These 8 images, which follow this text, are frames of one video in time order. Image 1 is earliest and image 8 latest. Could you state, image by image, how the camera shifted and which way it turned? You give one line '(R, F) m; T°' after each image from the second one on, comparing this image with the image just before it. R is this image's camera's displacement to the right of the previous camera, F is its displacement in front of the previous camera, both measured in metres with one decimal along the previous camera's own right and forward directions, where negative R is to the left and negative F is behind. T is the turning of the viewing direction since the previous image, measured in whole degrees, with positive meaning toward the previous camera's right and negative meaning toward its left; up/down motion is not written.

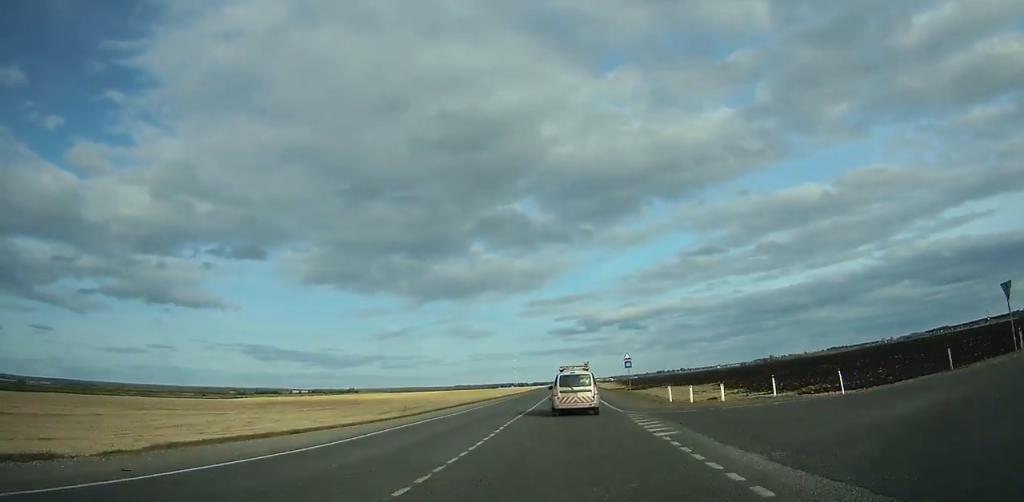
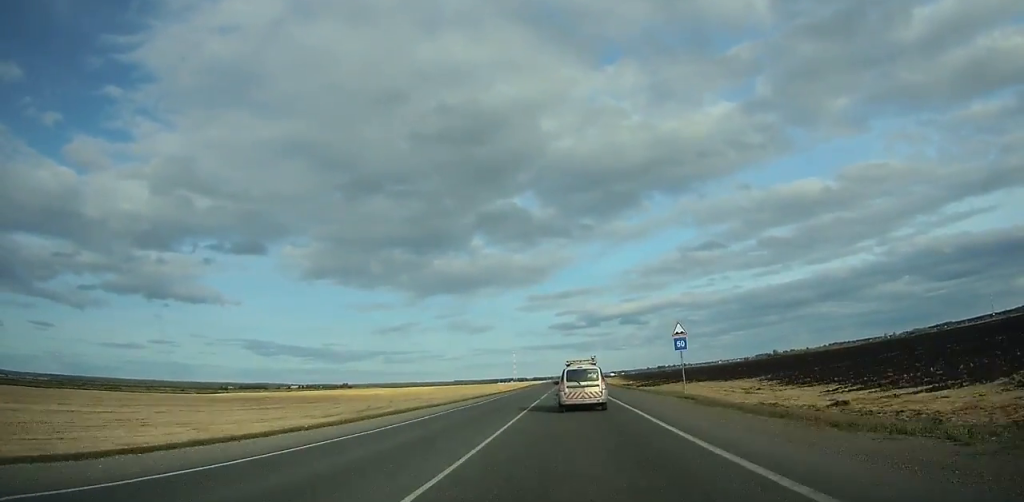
(0.0, +25.7) m; 0°
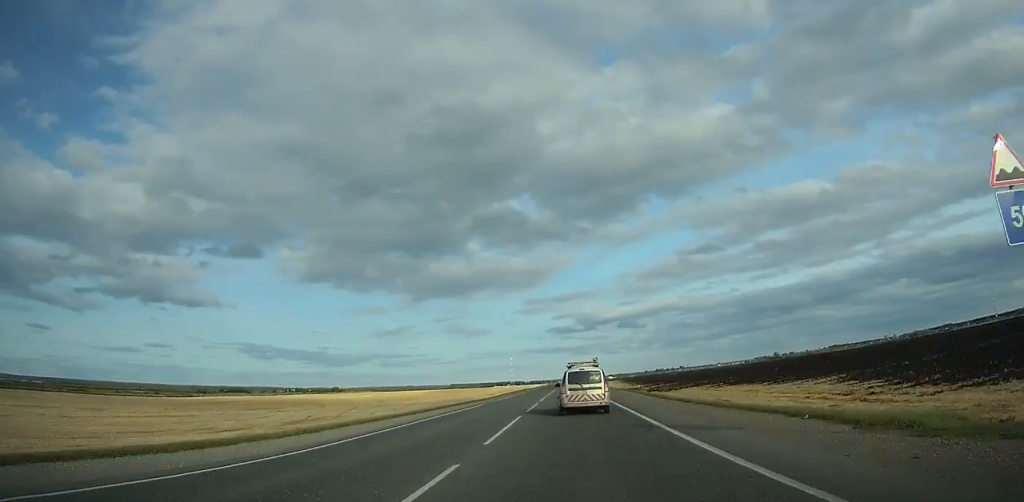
(0.0, +25.0) m; 0°
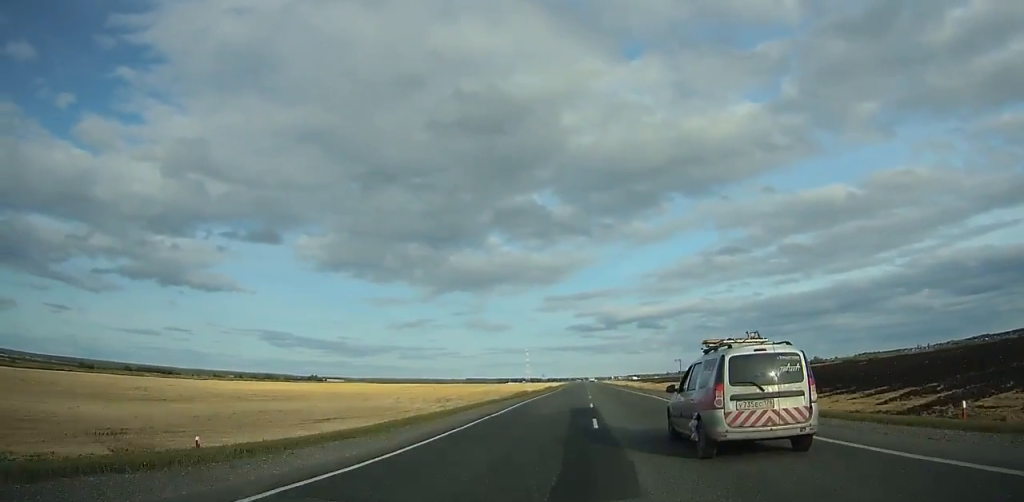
(-0.8, +124.0) m; -1°
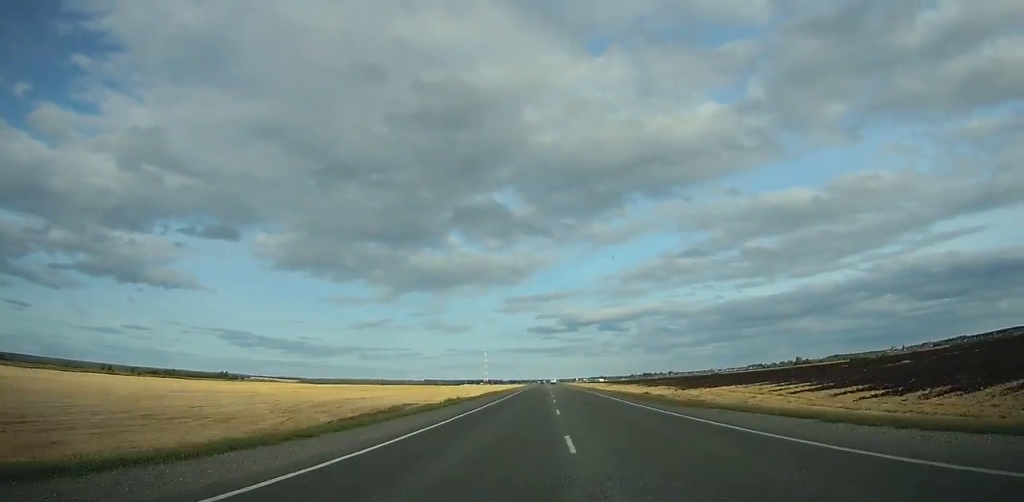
(+1.8, +111.4) m; +2°
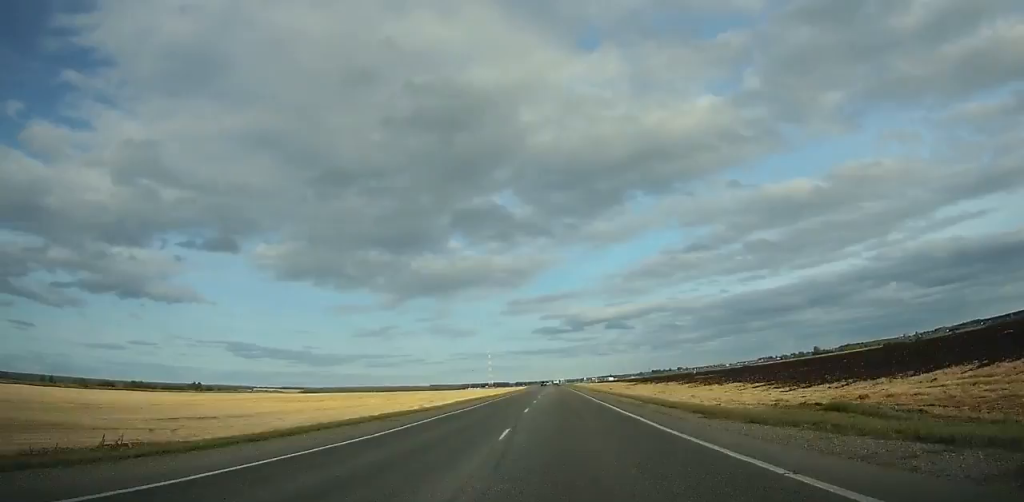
(+0.5, +54.8) m; 0°
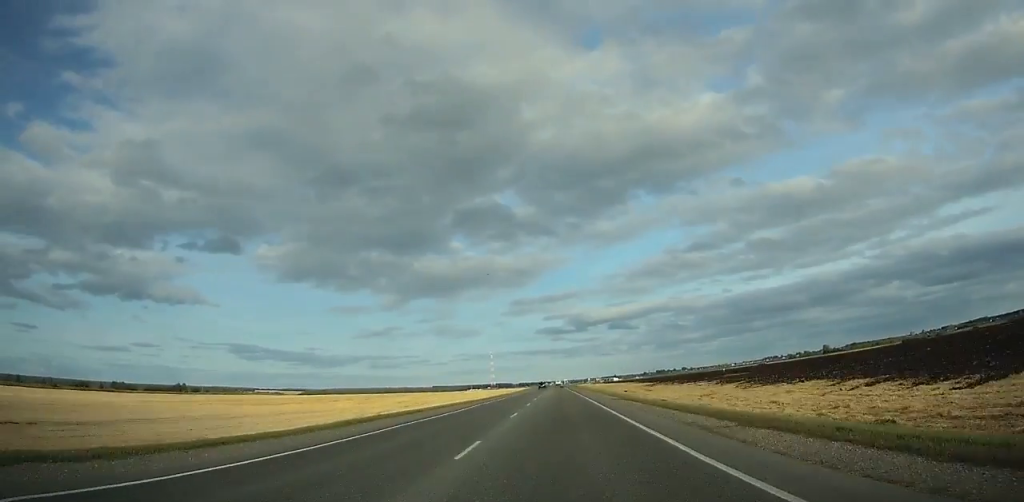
(+0.2, +26.7) m; 0°
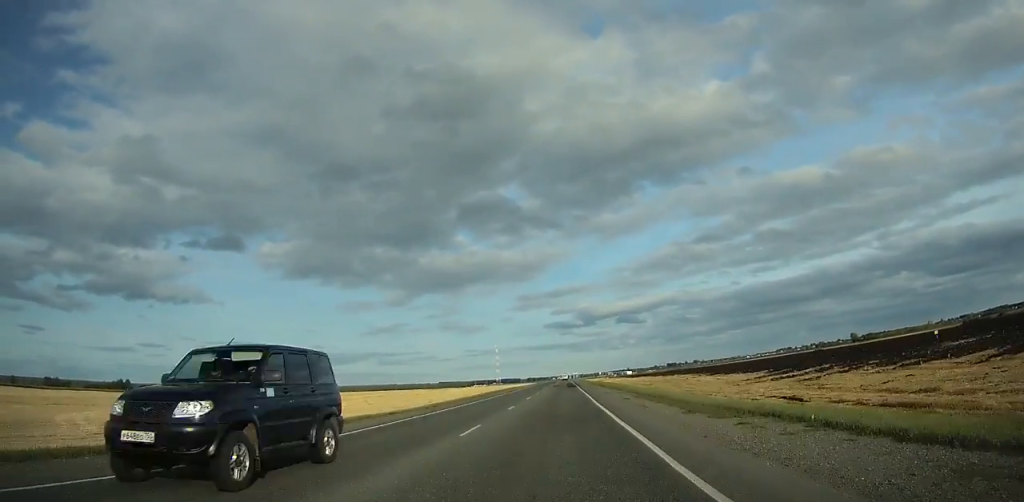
(-0.9, +80.7) m; -1°
